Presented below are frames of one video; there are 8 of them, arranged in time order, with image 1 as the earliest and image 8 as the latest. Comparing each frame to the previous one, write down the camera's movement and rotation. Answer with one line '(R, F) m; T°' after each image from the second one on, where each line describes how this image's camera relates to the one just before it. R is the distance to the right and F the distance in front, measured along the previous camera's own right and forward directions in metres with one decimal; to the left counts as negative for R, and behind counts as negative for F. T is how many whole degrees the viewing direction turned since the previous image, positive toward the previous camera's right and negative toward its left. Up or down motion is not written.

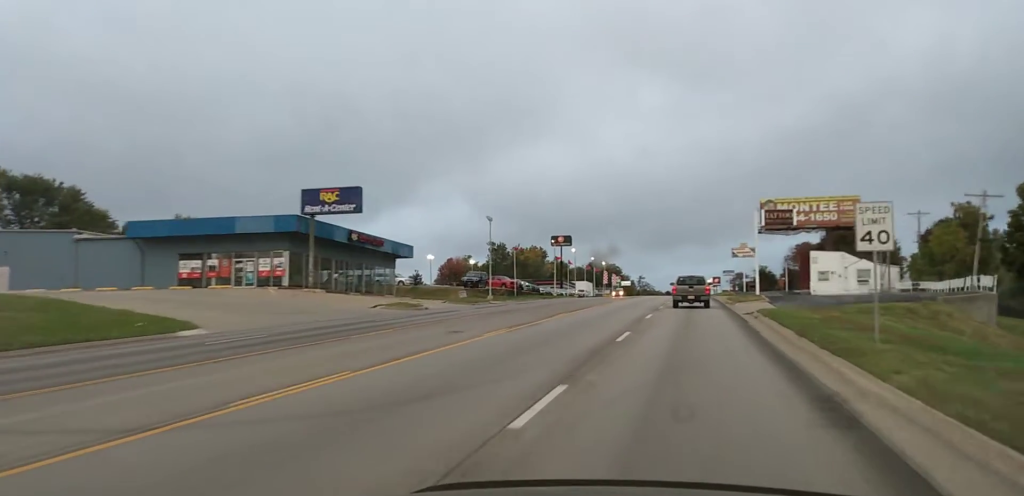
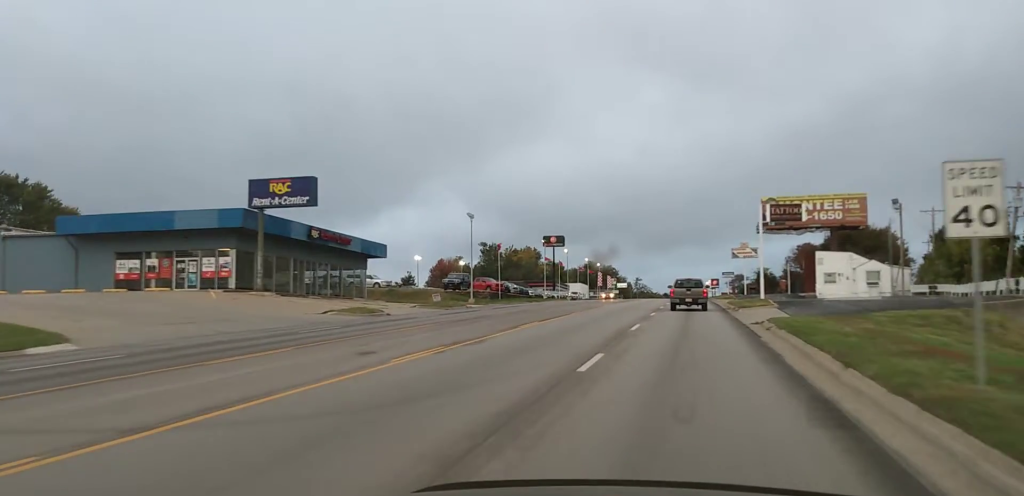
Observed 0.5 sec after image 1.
(+0.2, +8.3) m; +1°
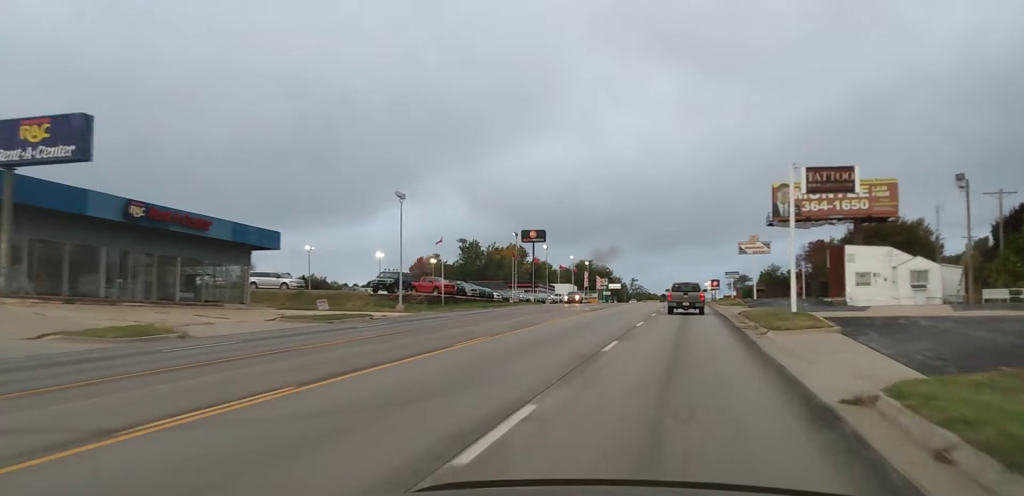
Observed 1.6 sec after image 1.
(0.0, +17.4) m; -3°
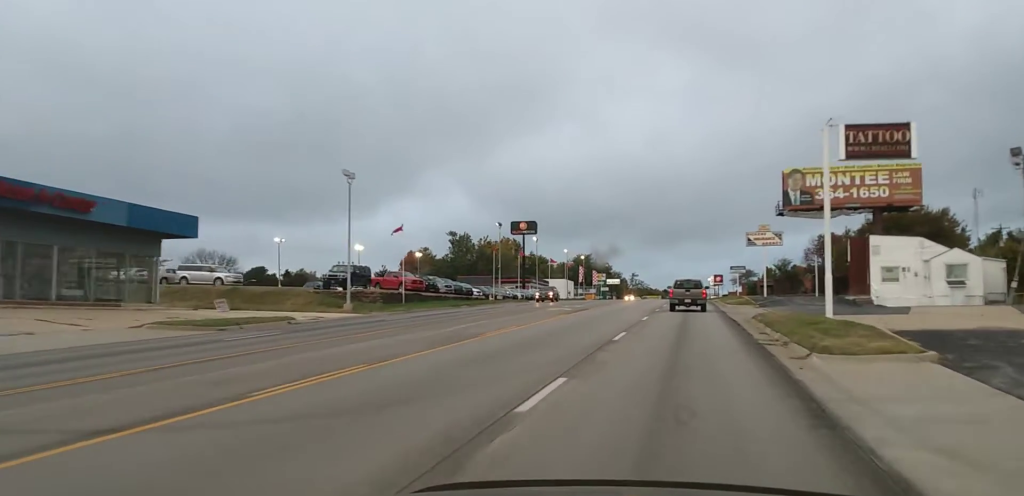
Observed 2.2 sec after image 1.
(-0.5, +10.6) m; -1°
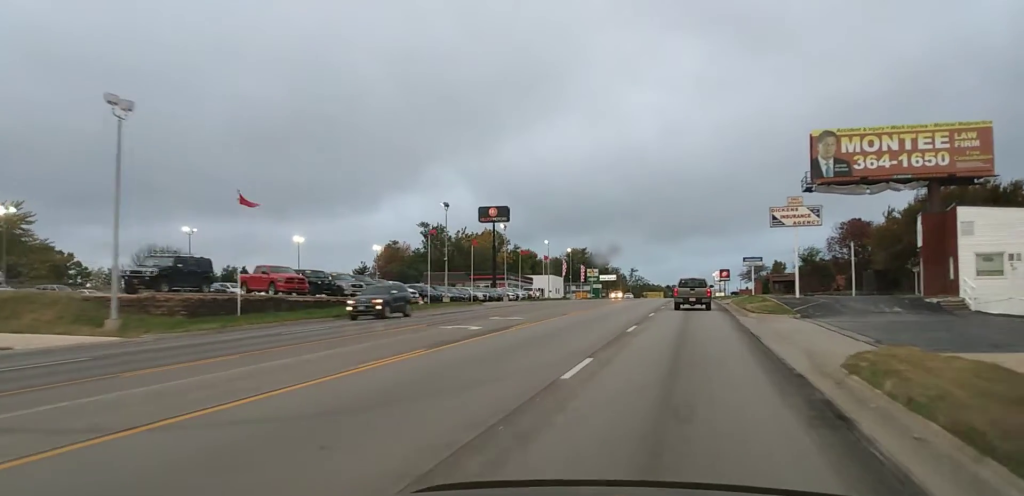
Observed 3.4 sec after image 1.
(0.0, +20.2) m; +2°
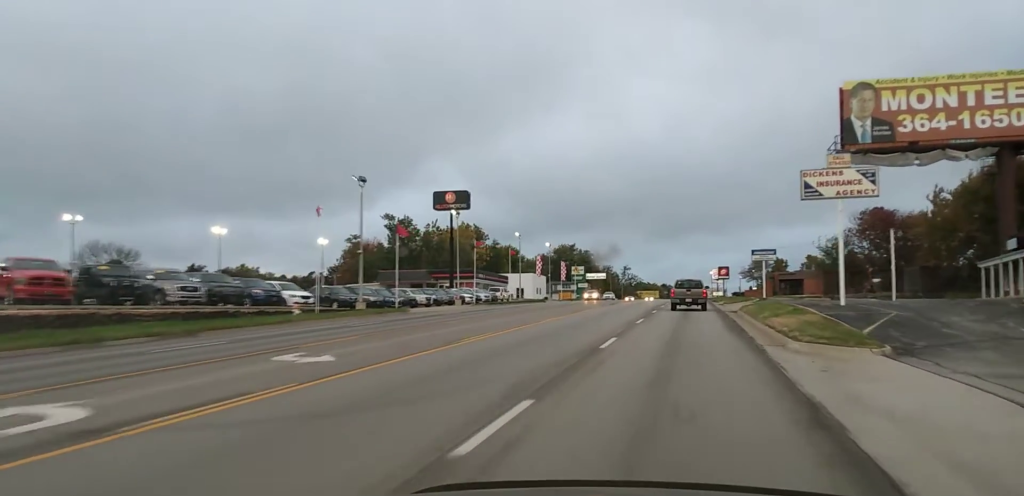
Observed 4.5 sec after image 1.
(+0.6, +18.4) m; 0°
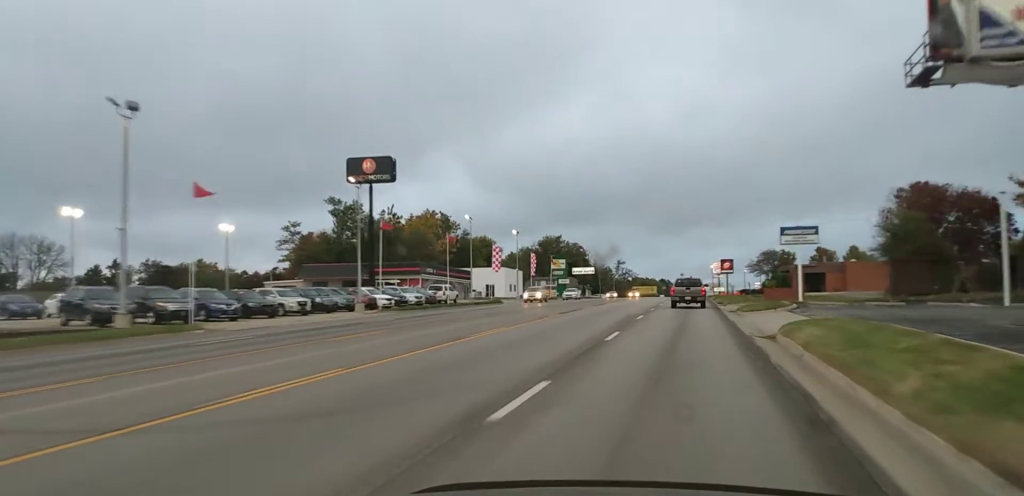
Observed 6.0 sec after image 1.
(-0.9, +22.7) m; -3°
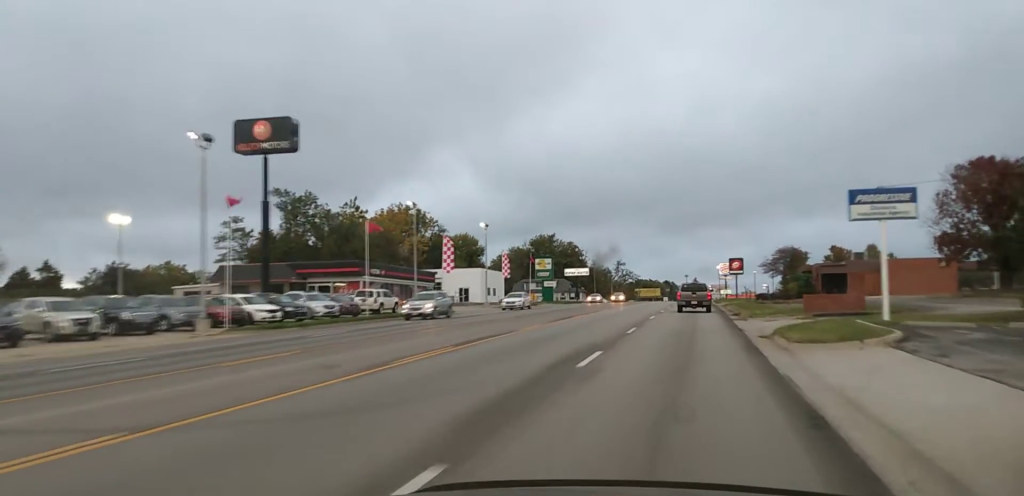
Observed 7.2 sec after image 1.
(-0.2, +18.8) m; 0°
